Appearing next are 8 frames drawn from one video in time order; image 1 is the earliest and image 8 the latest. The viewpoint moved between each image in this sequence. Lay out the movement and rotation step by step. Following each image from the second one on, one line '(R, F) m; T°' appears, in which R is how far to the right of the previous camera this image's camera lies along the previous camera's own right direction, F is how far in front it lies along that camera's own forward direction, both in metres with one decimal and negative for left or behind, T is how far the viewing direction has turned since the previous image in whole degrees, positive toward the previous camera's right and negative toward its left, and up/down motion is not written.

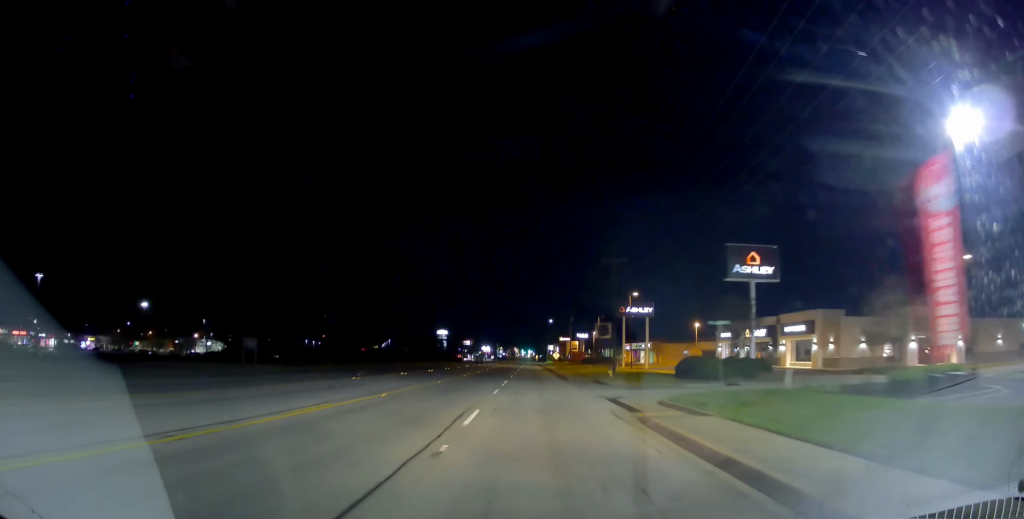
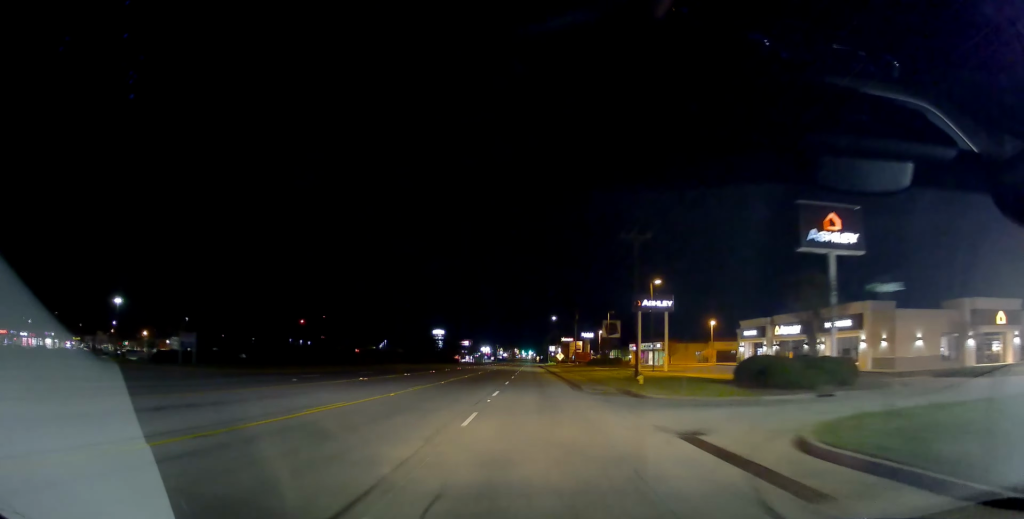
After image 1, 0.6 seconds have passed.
(0.0, +11.5) m; -1°
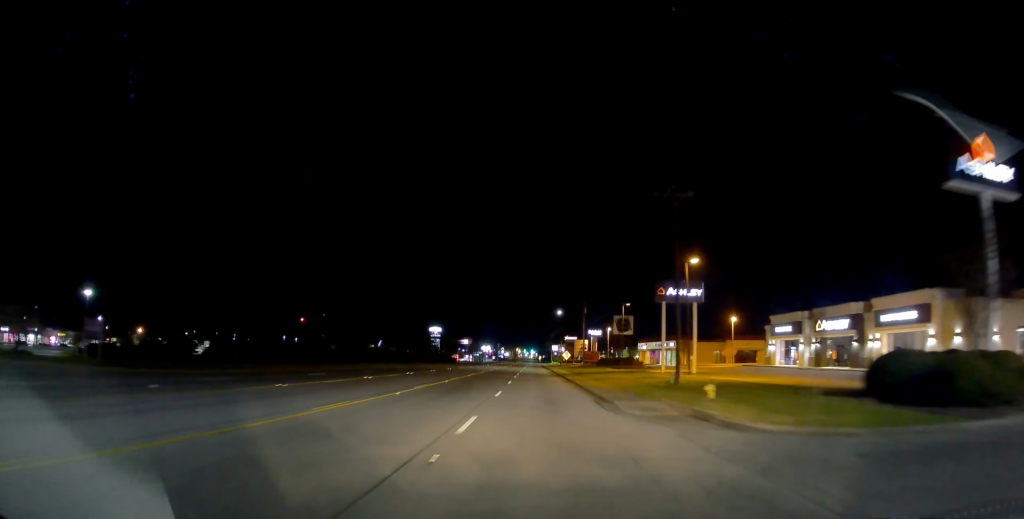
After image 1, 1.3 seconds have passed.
(-0.2, +12.1) m; 0°
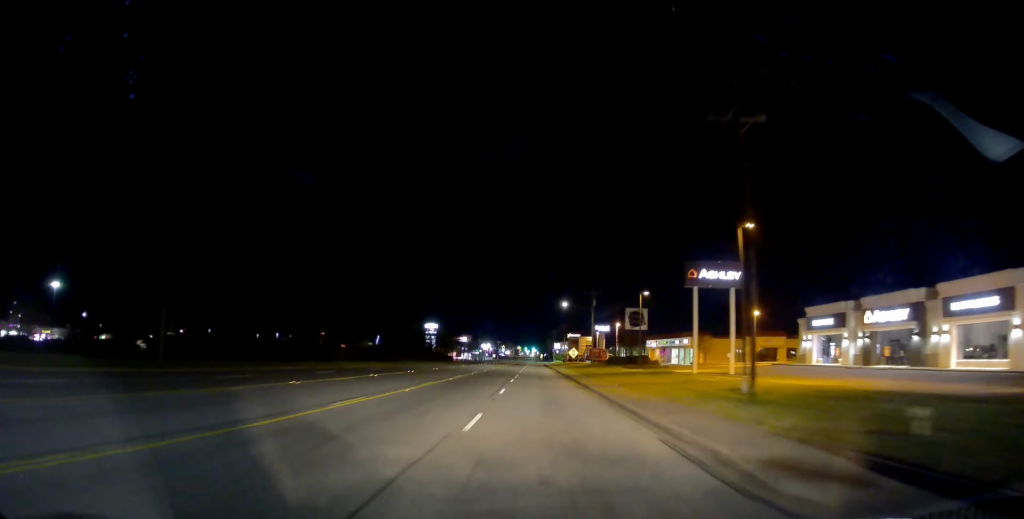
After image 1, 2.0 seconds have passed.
(-0.2, +12.1) m; 0°
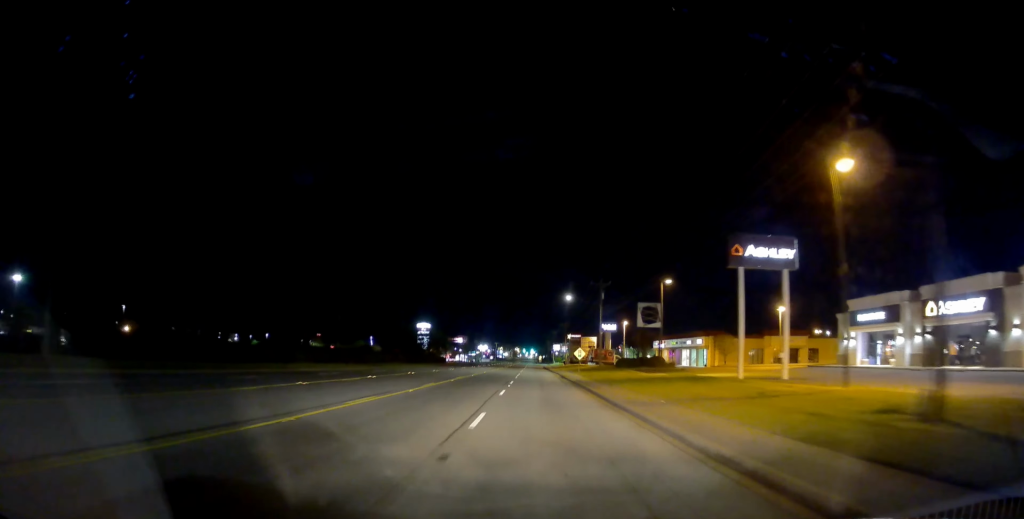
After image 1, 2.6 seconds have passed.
(+0.4, +11.3) m; 0°
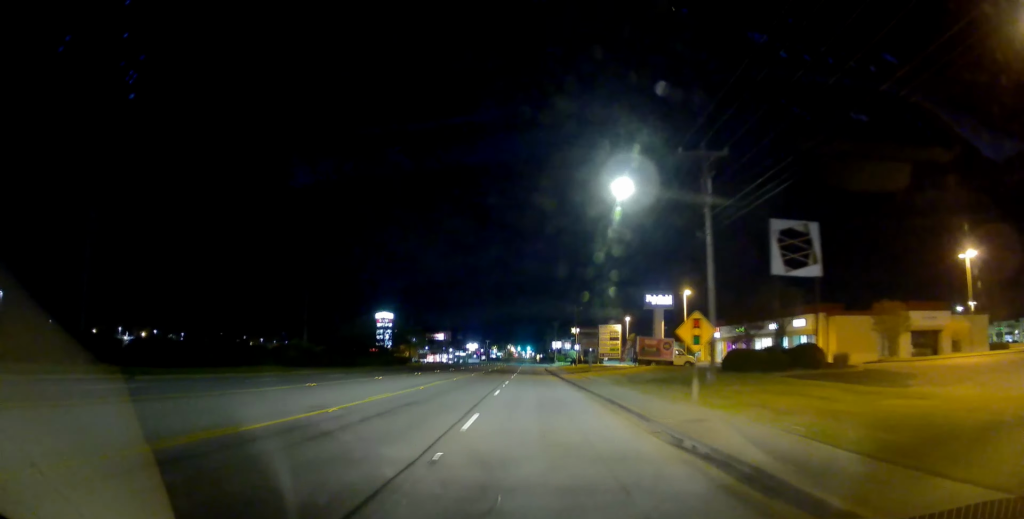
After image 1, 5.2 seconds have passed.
(+0.1, +45.7) m; +1°
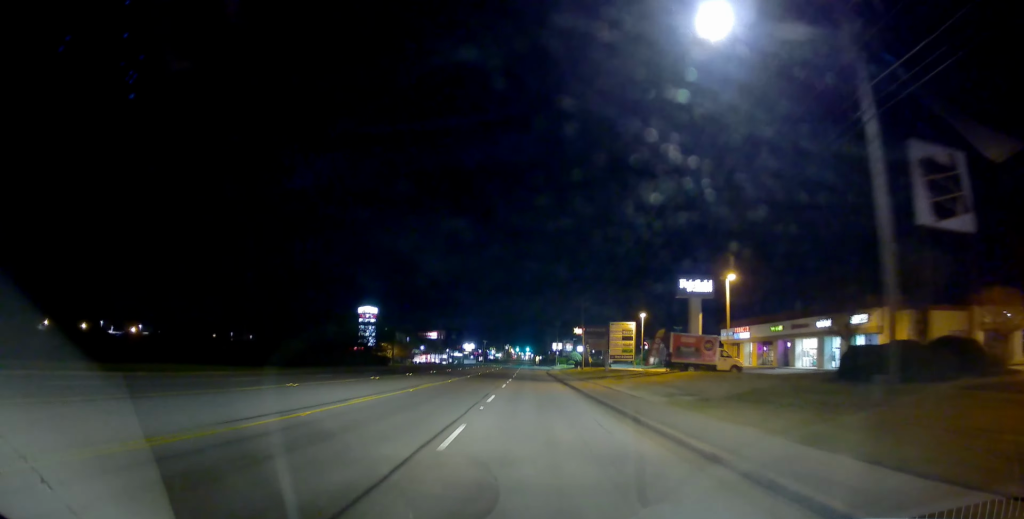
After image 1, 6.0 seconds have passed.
(0.0, +14.1) m; 0°
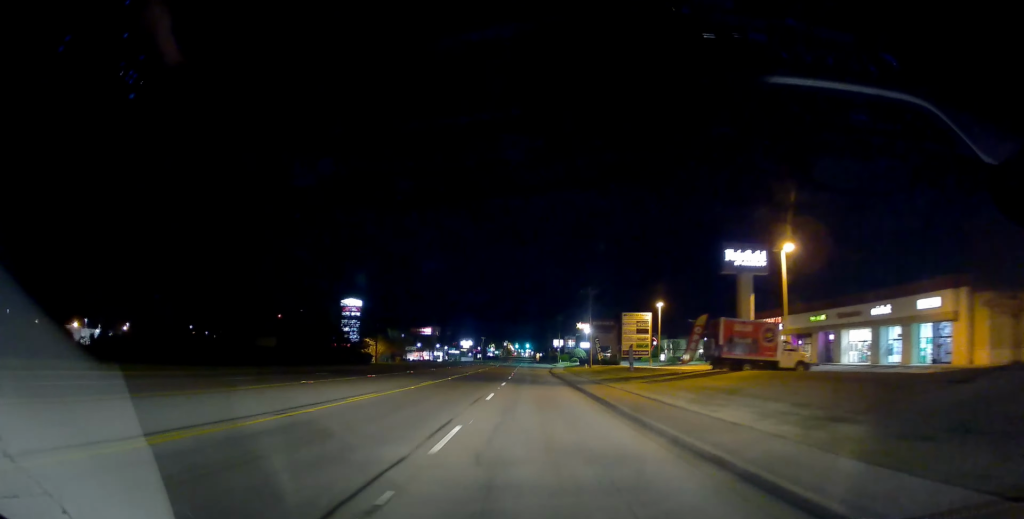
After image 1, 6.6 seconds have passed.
(0.0, +11.8) m; 0°
